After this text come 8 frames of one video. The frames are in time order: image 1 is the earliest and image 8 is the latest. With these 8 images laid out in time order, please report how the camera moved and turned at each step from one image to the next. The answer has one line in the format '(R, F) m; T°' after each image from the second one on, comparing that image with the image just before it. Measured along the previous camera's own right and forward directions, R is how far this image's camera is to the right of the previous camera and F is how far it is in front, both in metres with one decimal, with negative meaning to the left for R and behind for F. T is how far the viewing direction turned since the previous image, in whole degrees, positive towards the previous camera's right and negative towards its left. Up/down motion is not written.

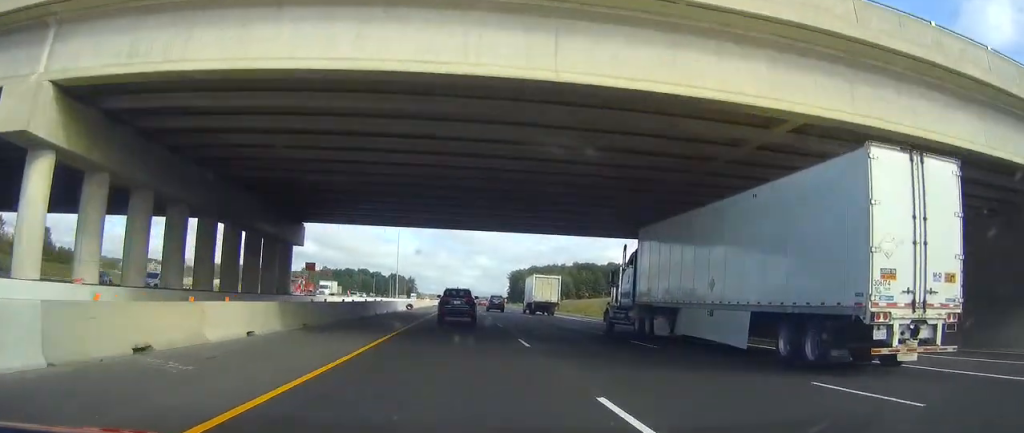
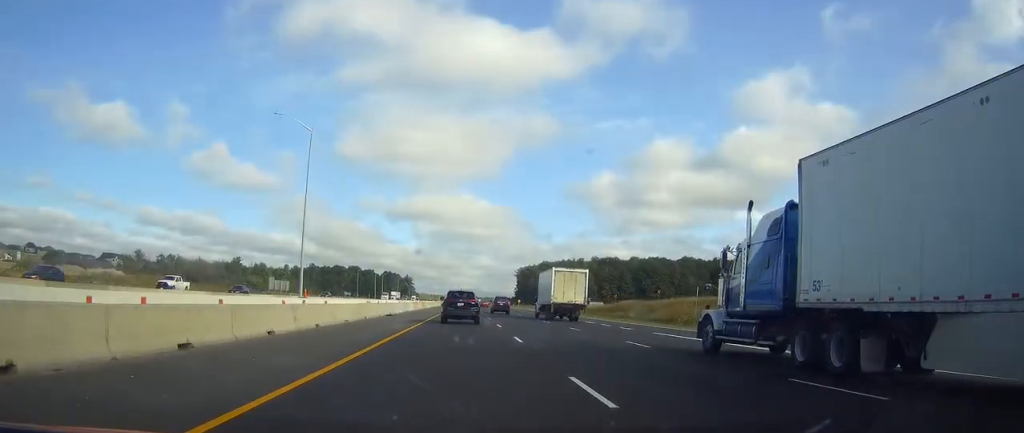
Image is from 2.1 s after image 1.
(+0.1, +70.1) m; 0°
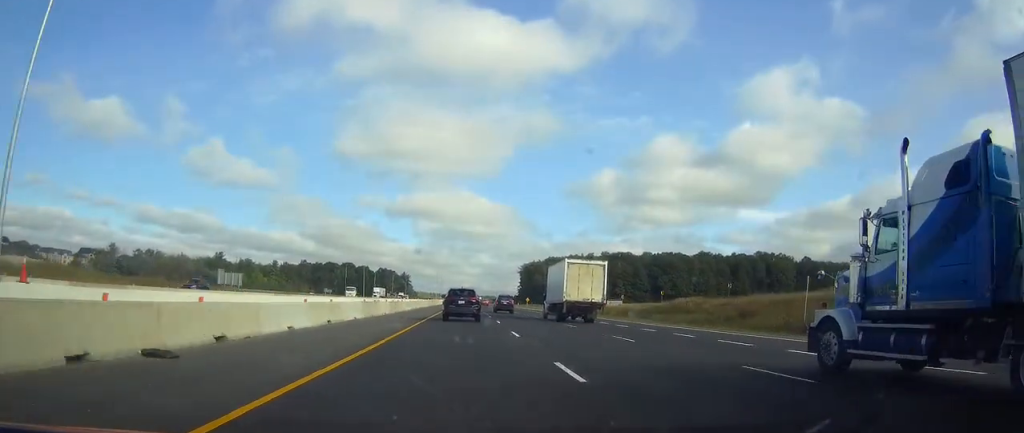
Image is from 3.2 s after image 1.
(-0.2, +34.1) m; 0°
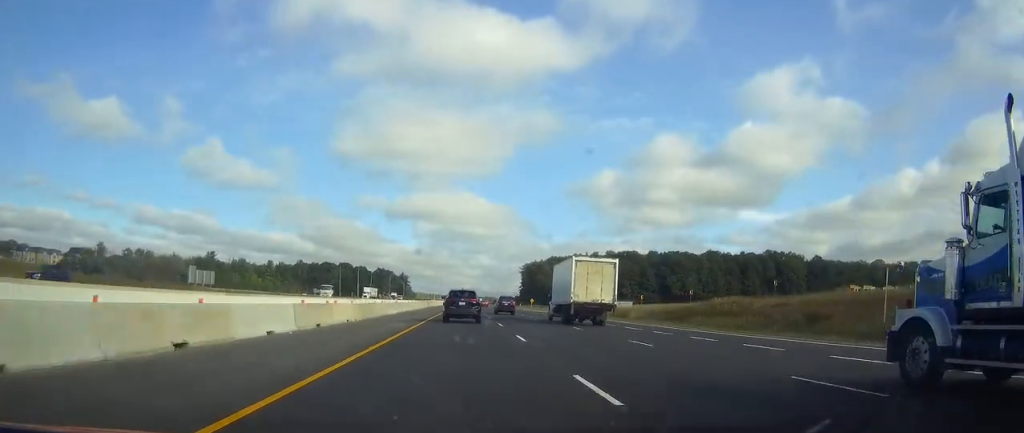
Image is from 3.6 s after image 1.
(-0.1, +14.3) m; 0°
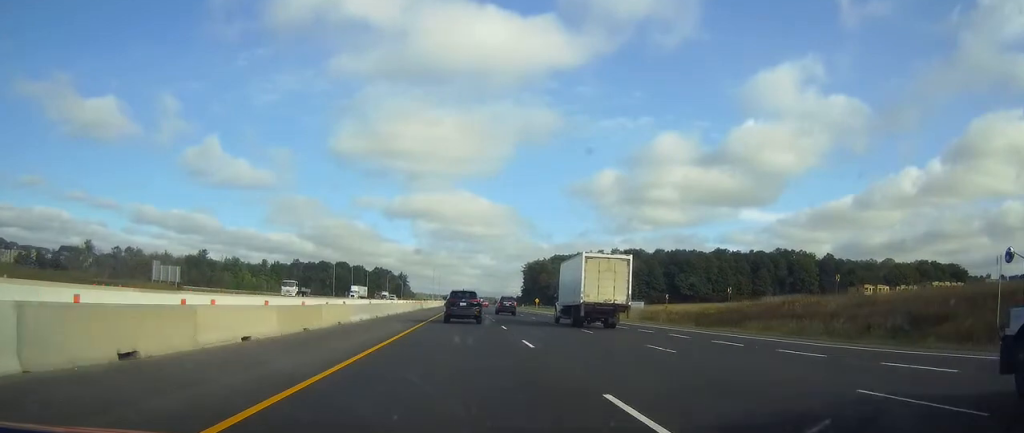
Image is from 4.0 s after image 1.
(+0.1, +14.3) m; 0°
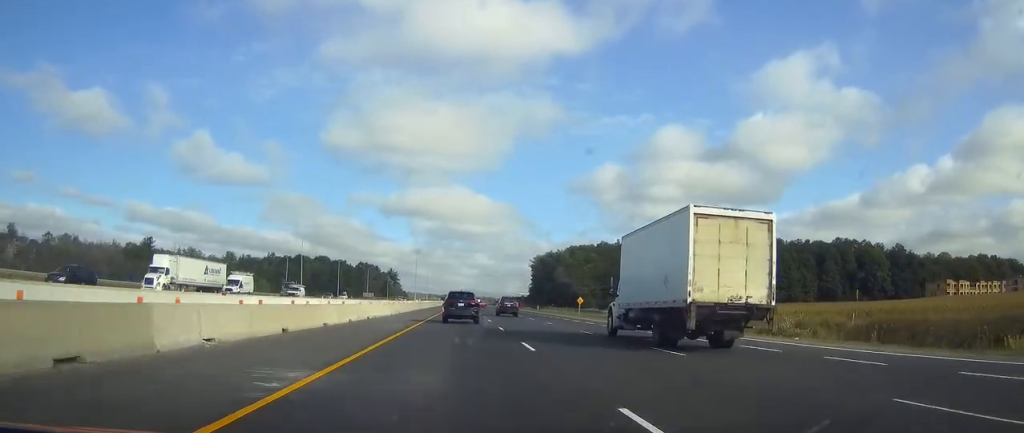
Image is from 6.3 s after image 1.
(+0.3, +73.8) m; 0°
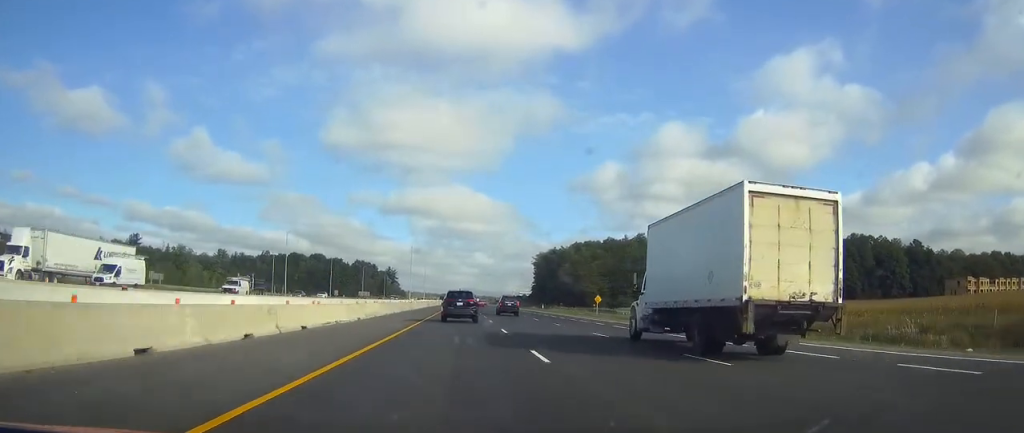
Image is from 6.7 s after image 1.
(0.0, +15.4) m; 0°
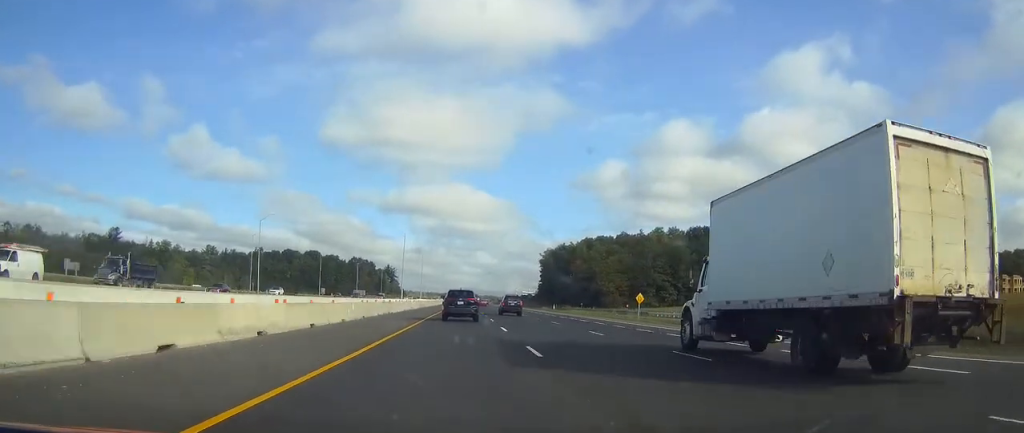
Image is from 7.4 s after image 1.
(+0.1, +23.1) m; 0°
